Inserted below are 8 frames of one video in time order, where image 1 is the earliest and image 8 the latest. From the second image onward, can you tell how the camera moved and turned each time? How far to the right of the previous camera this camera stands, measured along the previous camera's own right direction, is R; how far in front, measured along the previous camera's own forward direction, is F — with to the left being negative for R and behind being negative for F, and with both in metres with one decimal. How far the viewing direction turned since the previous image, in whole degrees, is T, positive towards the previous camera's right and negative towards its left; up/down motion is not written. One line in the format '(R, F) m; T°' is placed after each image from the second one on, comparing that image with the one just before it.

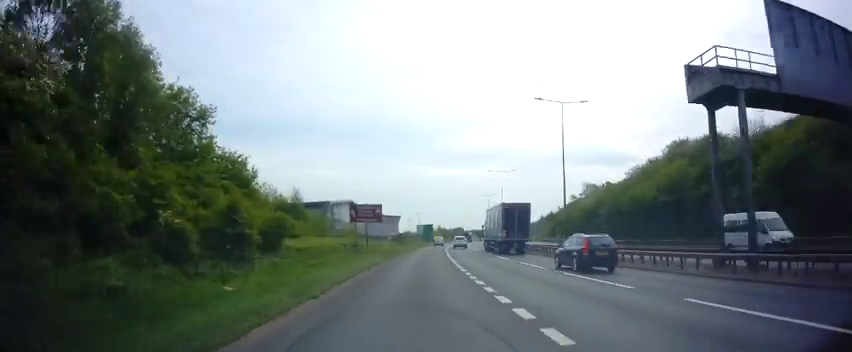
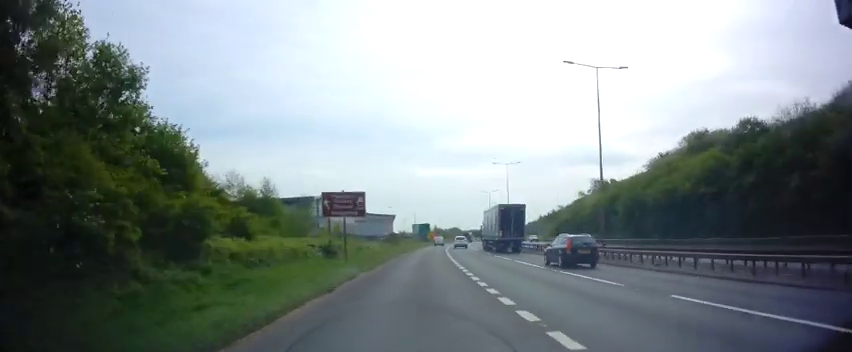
(0.0, +8.3) m; 0°
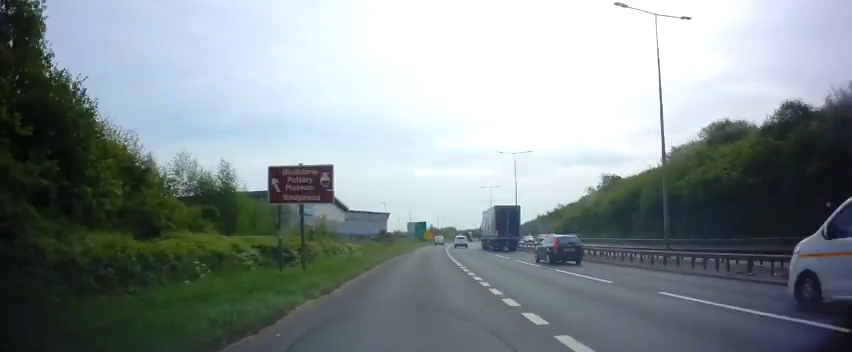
(0.0, +8.3) m; 0°
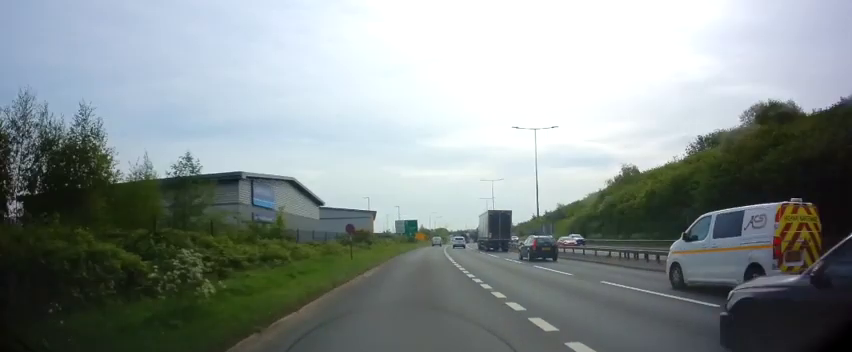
(0.0, +14.4) m; +1°
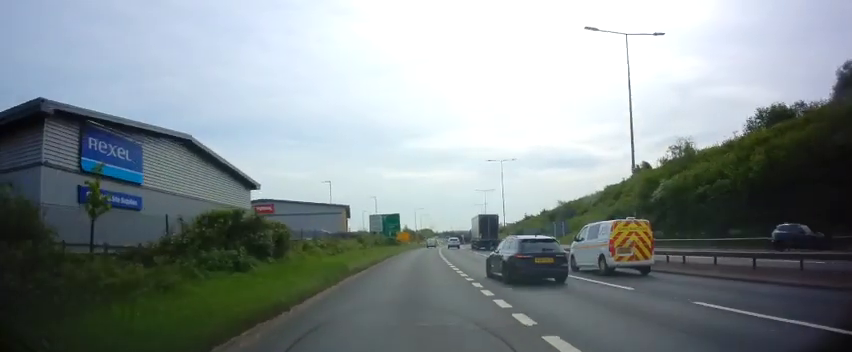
(+0.6, +23.5) m; +3°
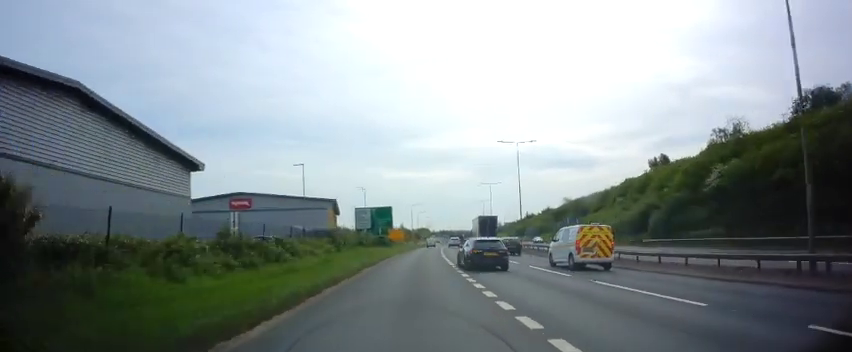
(+0.1, +12.2) m; 0°
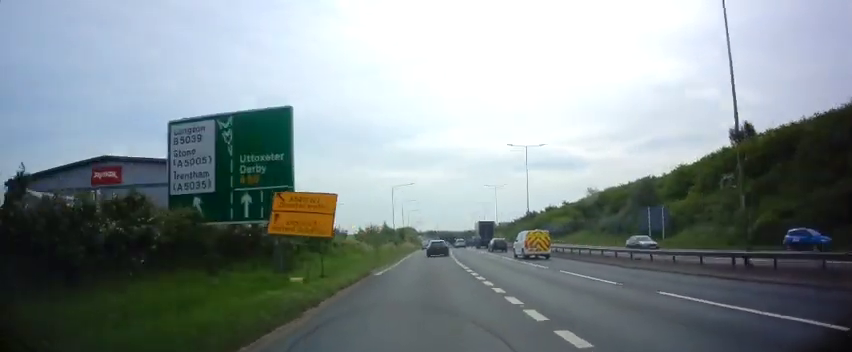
(+0.5, +39.1) m; +3°
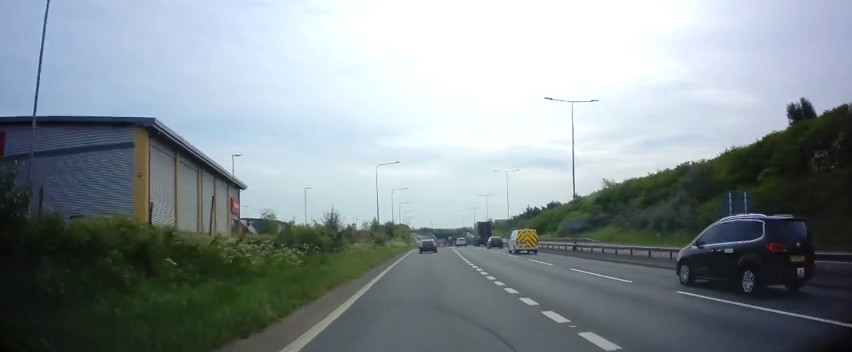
(+0.6, +18.5) m; 0°
